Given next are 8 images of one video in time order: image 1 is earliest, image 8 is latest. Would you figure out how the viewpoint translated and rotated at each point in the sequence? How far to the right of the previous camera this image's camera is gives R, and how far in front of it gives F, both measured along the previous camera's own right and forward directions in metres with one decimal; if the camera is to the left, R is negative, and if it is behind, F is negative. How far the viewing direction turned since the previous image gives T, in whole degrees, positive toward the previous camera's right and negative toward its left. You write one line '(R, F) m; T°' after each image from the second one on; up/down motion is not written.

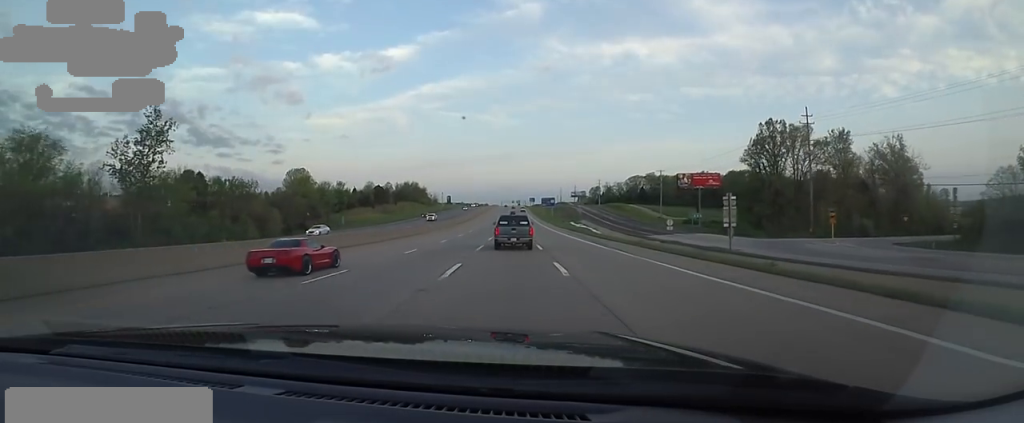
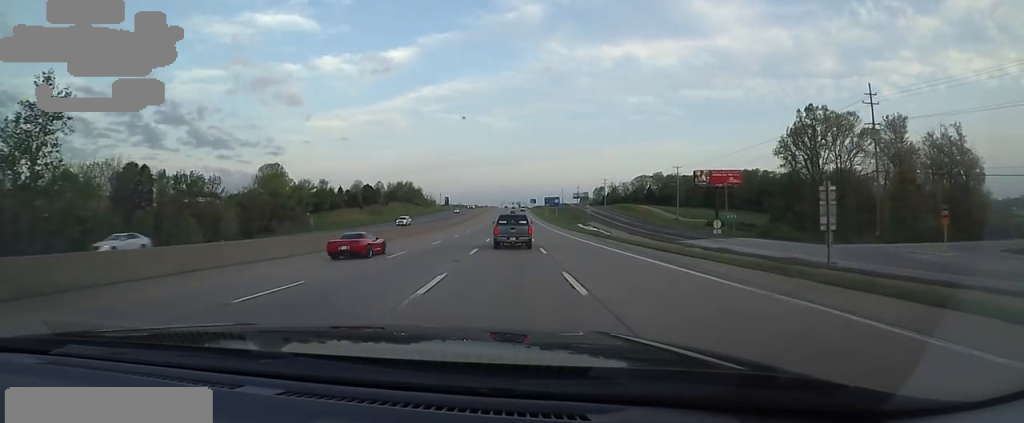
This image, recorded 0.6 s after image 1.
(+0.3, +16.2) m; 0°
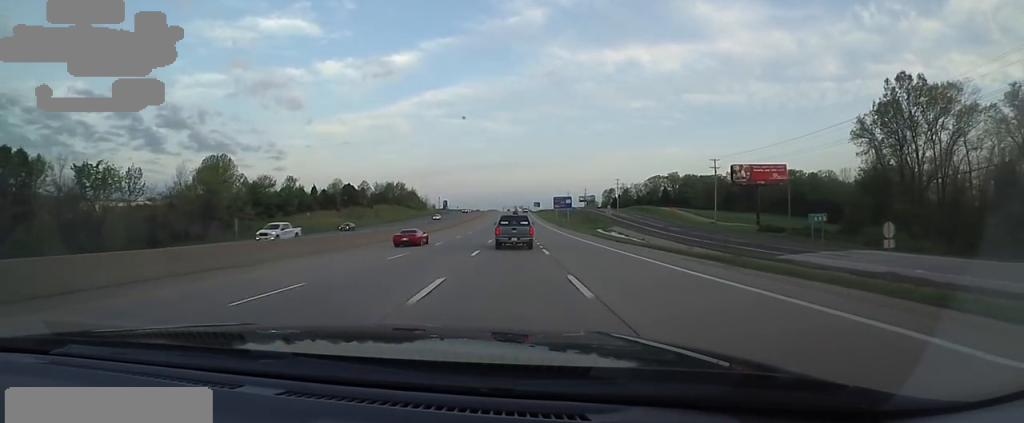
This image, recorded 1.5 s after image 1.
(+0.3, +25.5) m; 0°
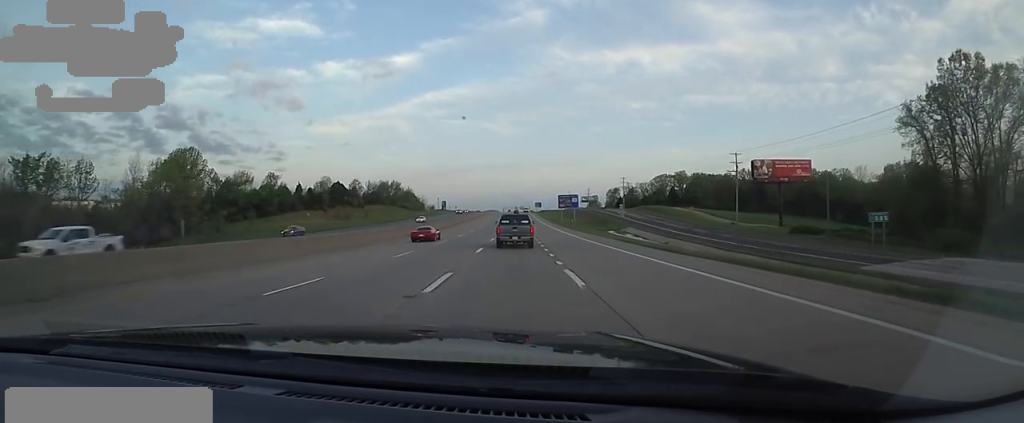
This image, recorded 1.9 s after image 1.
(-0.7, +11.1) m; 0°
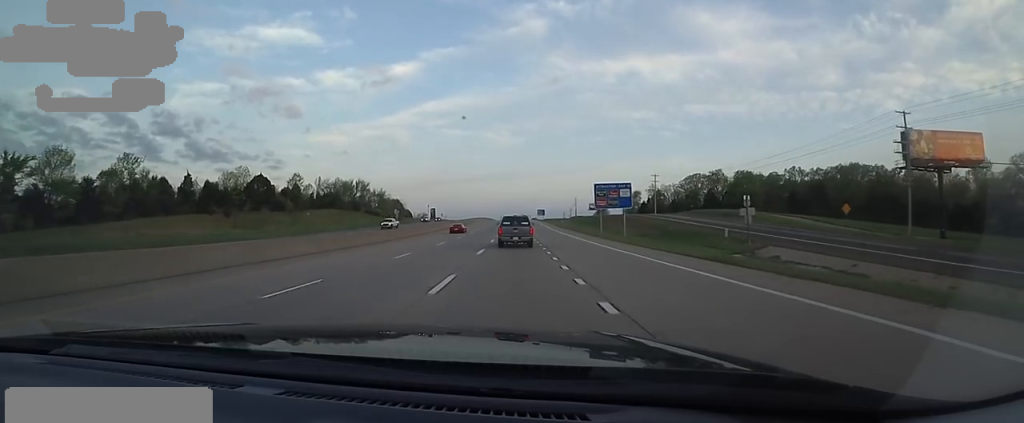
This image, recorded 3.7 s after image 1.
(-0.1, +49.1) m; -2°
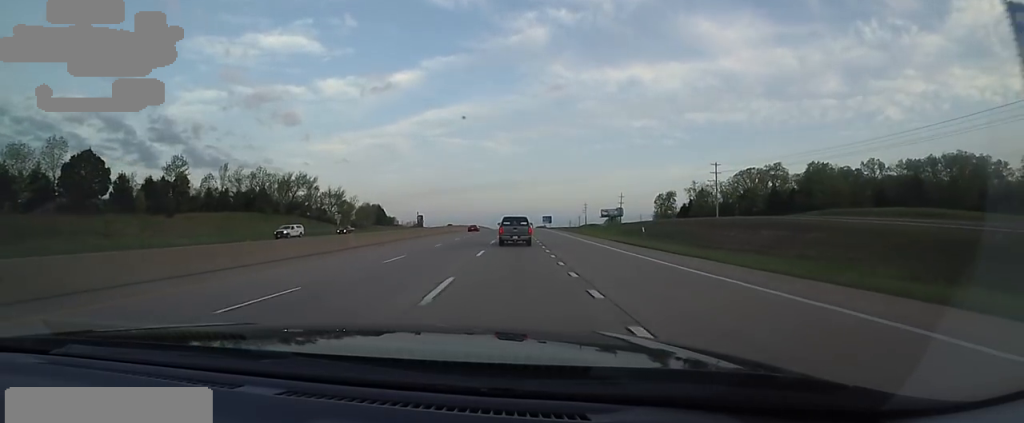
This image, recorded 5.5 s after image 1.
(+0.3, +48.2) m; +3°
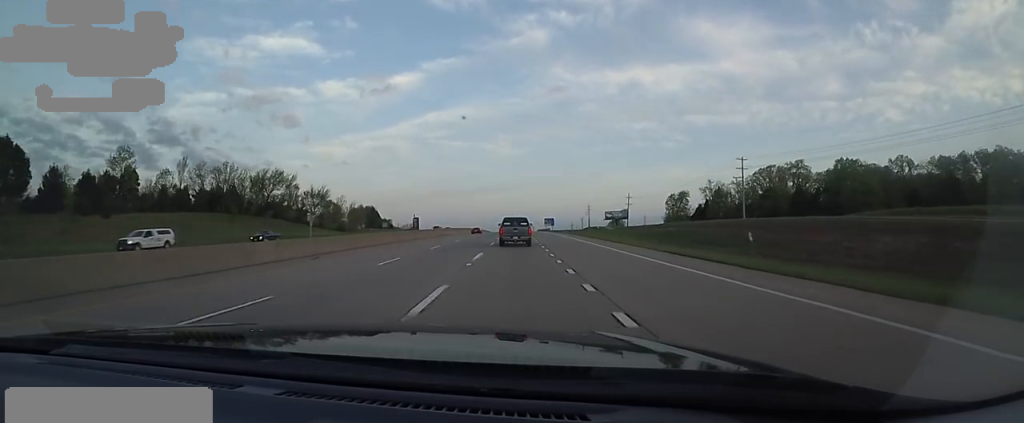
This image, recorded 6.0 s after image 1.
(+0.3, +12.9) m; 0°
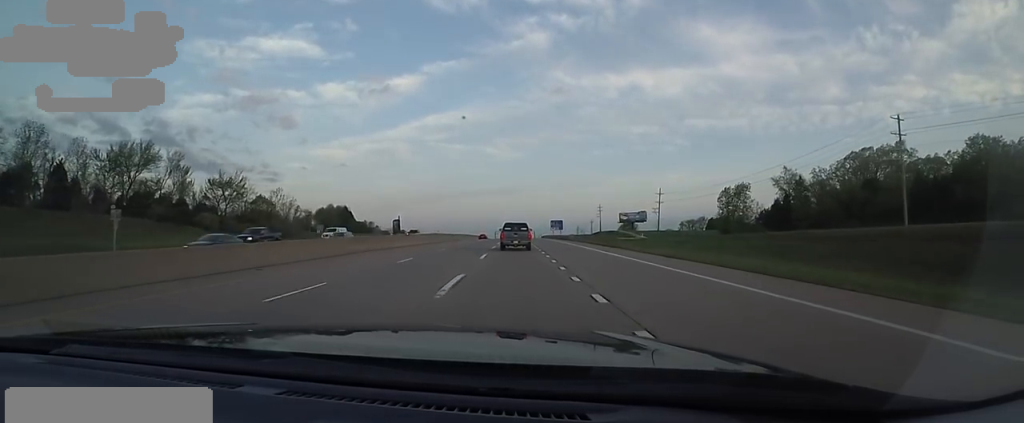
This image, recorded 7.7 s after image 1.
(-0.7, +43.8) m; -1°
